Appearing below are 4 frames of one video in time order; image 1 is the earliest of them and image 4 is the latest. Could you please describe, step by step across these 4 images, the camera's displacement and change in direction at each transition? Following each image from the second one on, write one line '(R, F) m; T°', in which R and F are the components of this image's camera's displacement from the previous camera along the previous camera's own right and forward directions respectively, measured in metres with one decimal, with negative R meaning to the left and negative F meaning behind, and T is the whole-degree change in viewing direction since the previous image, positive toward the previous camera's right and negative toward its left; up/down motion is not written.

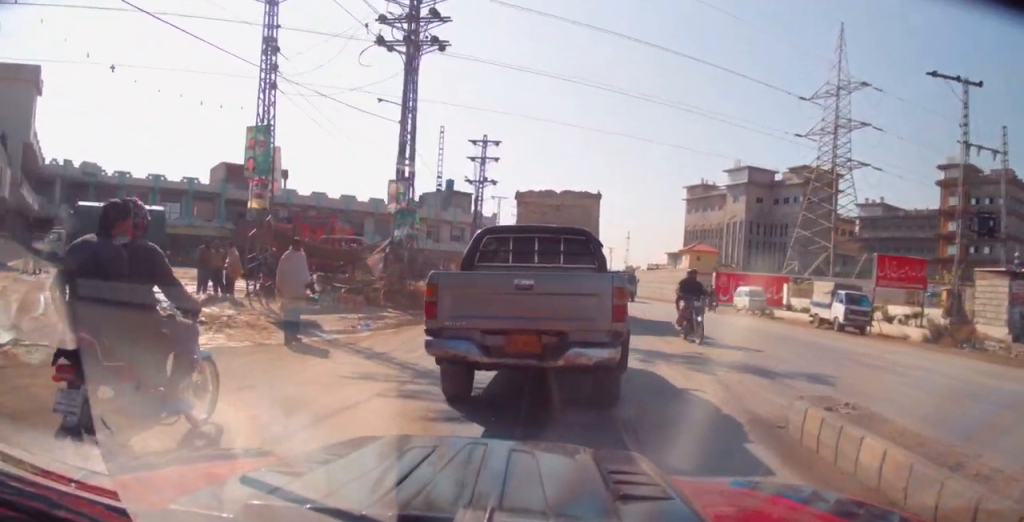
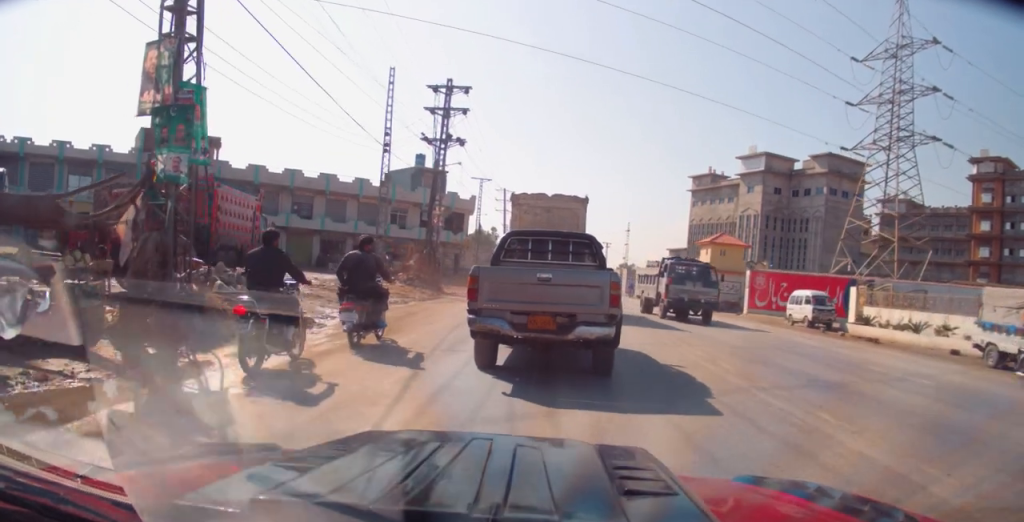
(-0.1, +13.0) m; +2°
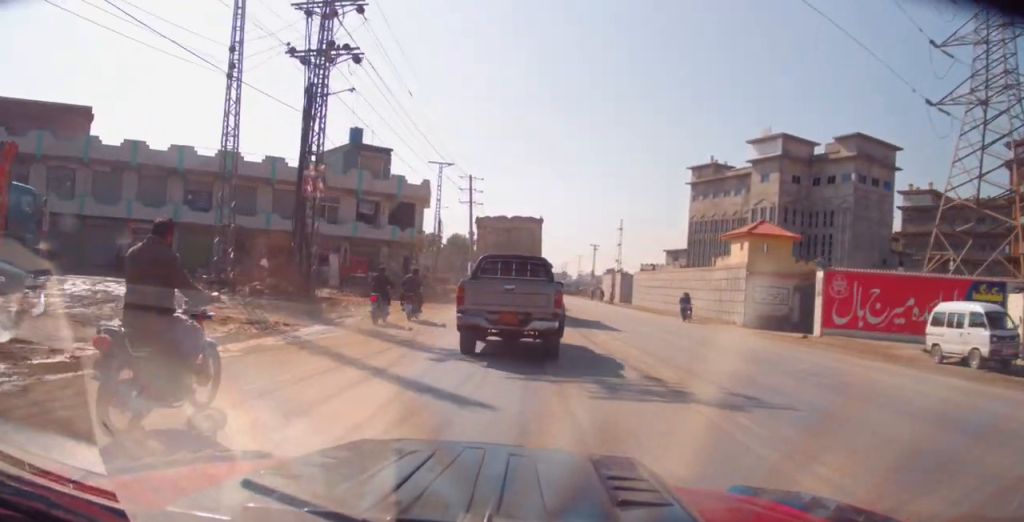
(+0.3, +14.9) m; +4°
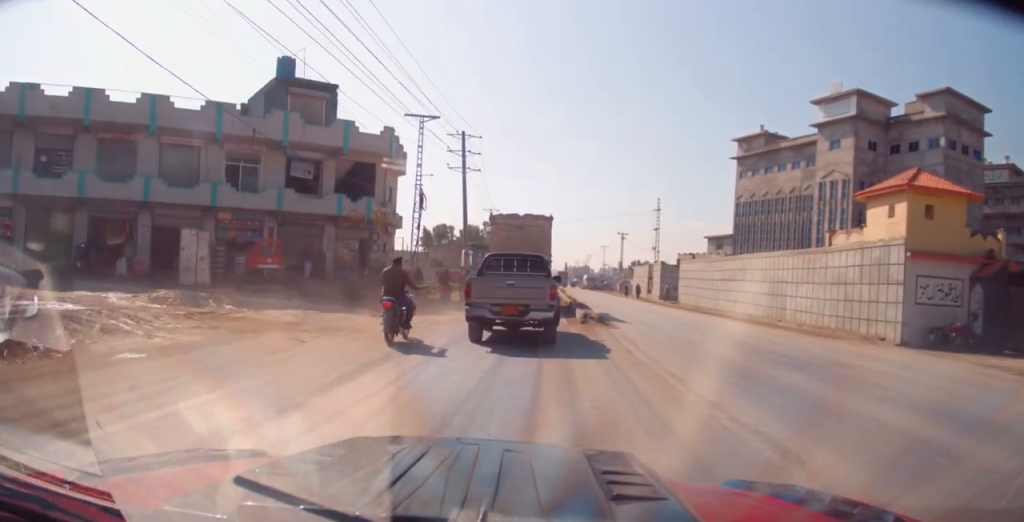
(-0.2, +15.5) m; -4°
